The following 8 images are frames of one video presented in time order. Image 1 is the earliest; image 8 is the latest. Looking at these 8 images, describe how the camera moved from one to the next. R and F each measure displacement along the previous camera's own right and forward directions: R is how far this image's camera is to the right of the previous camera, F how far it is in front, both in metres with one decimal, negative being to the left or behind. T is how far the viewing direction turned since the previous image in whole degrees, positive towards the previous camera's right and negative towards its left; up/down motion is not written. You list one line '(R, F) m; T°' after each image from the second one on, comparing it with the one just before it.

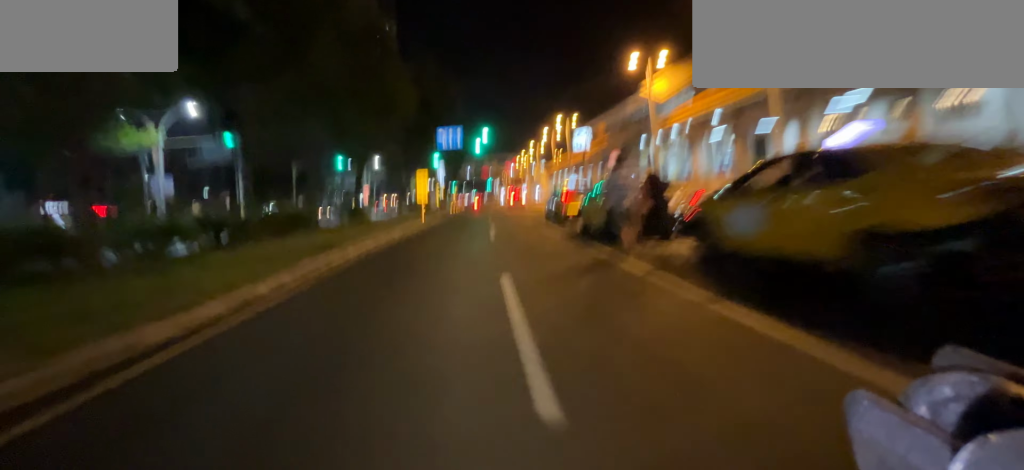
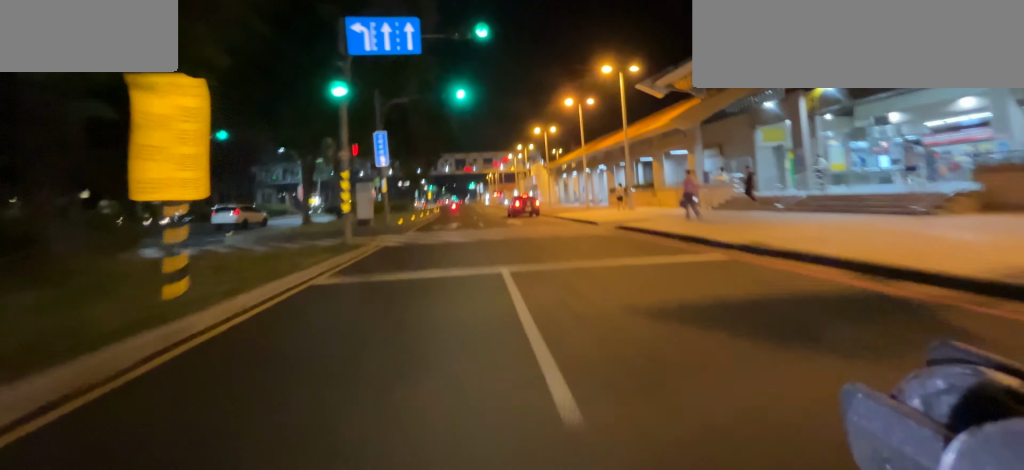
(-0.4, +16.1) m; -2°
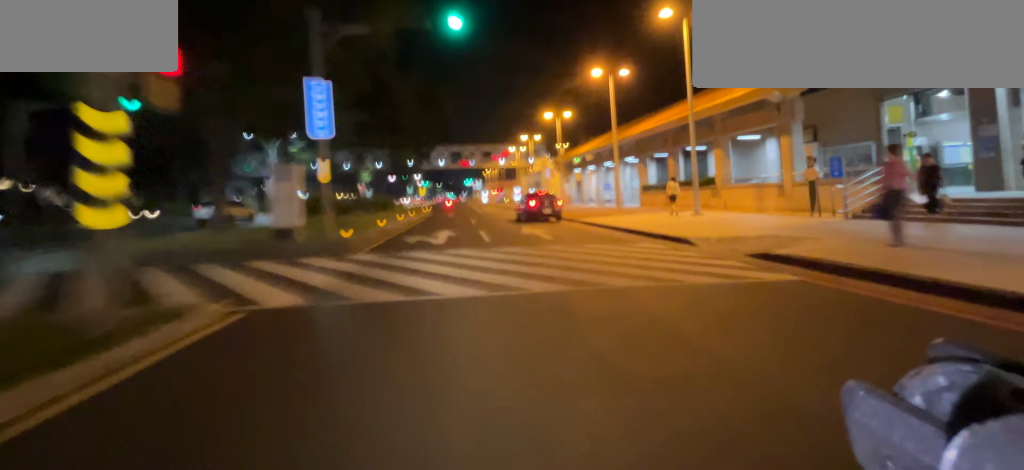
(0.0, +5.8) m; 0°
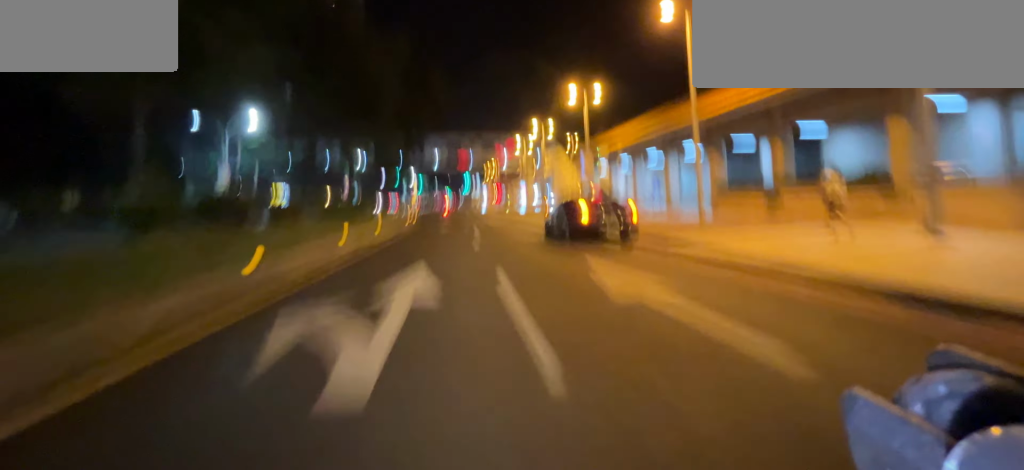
(0.0, +7.0) m; 0°
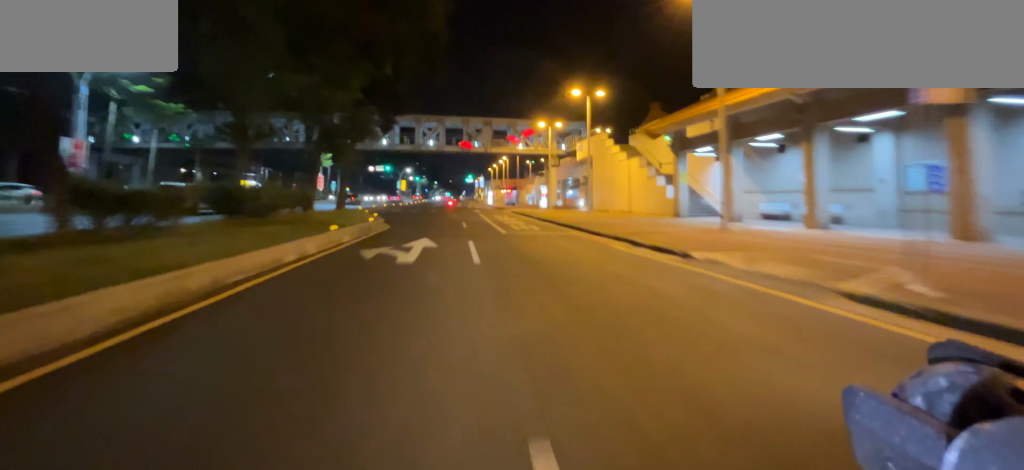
(0.0, +12.1) m; 0°
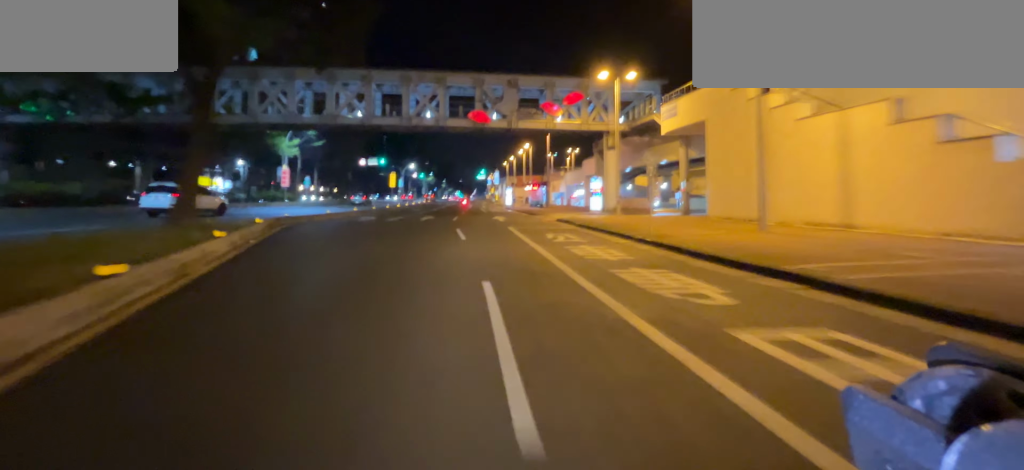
(0.0, +14.5) m; 0°
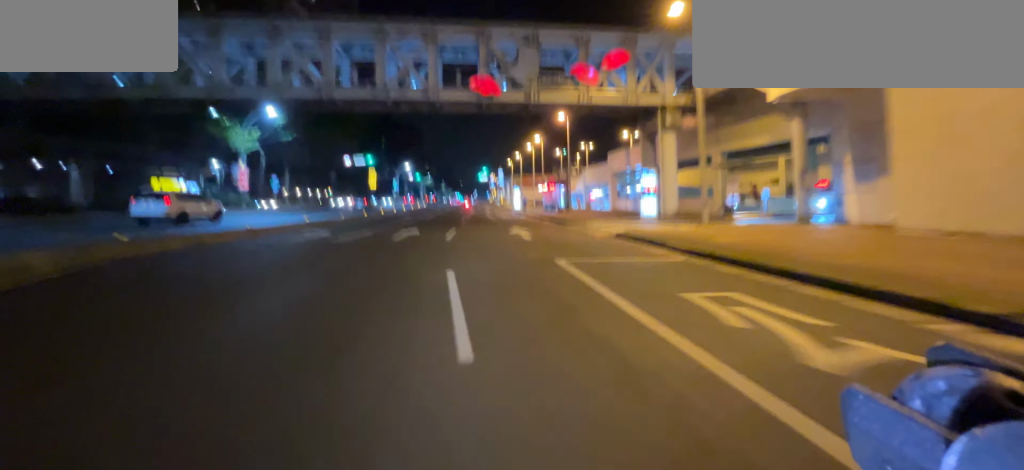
(0.0, +9.2) m; 0°
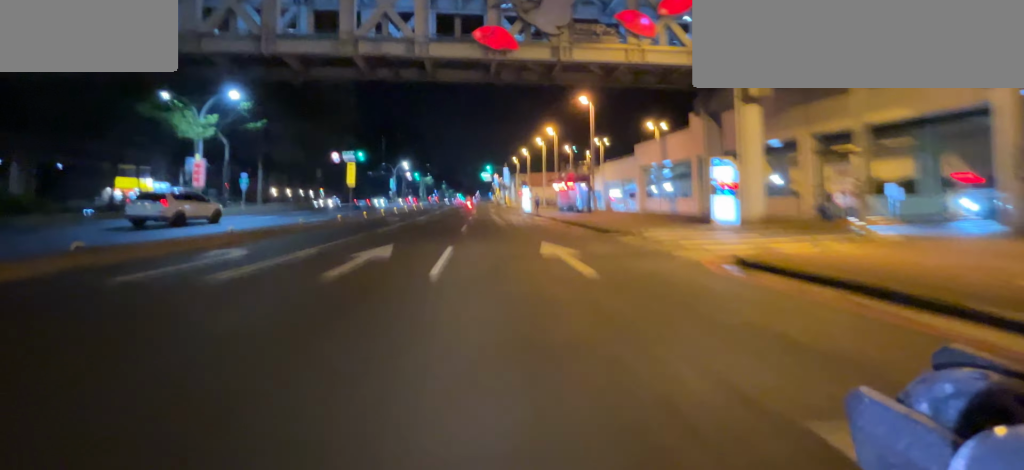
(0.0, +7.1) m; 0°
